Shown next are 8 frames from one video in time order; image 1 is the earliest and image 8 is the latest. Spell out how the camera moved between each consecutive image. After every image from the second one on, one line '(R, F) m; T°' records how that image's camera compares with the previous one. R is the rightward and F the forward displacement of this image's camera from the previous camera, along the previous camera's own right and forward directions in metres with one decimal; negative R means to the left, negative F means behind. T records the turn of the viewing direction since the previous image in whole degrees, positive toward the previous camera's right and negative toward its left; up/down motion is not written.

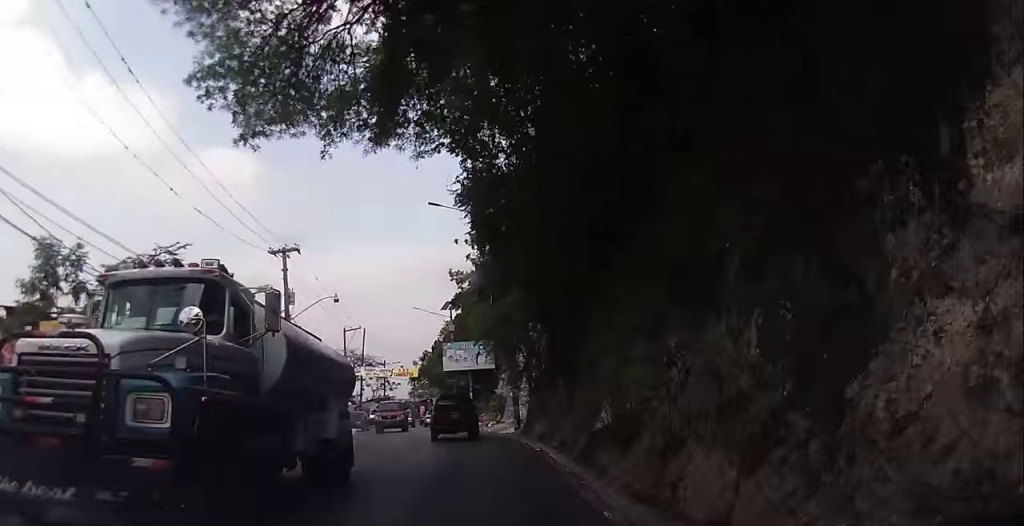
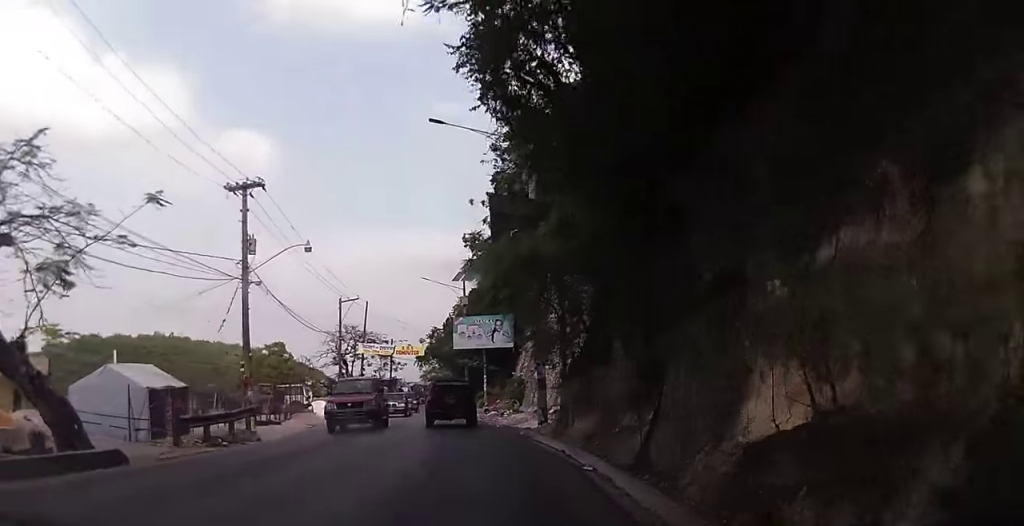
(-0.1, +9.3) m; -1°
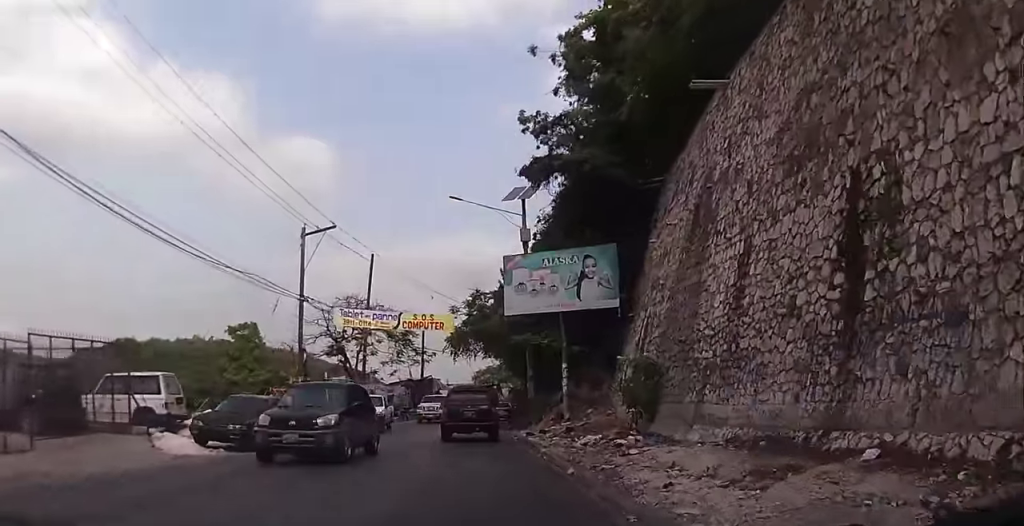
(-0.5, +25.4) m; -2°
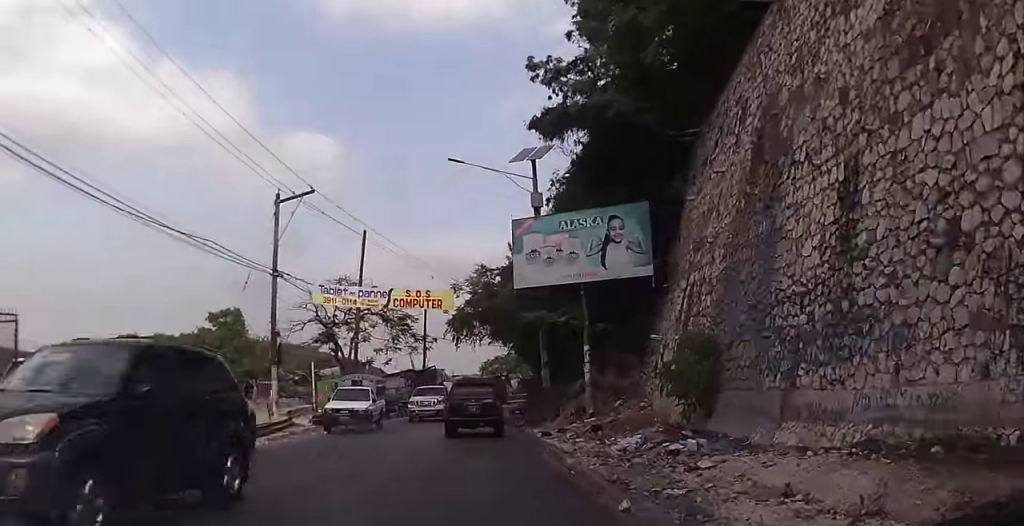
(0.0, +4.6) m; 0°
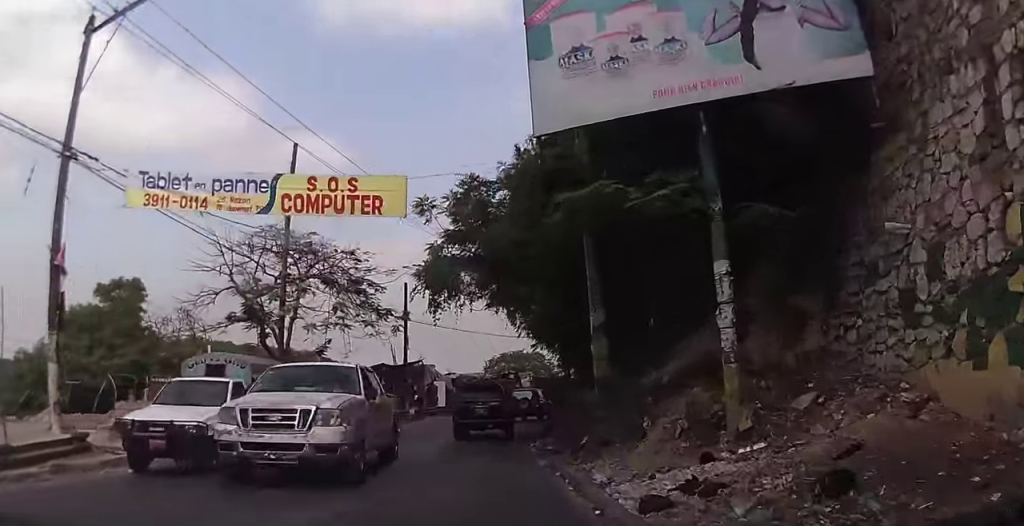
(-0.3, +14.4) m; -4°
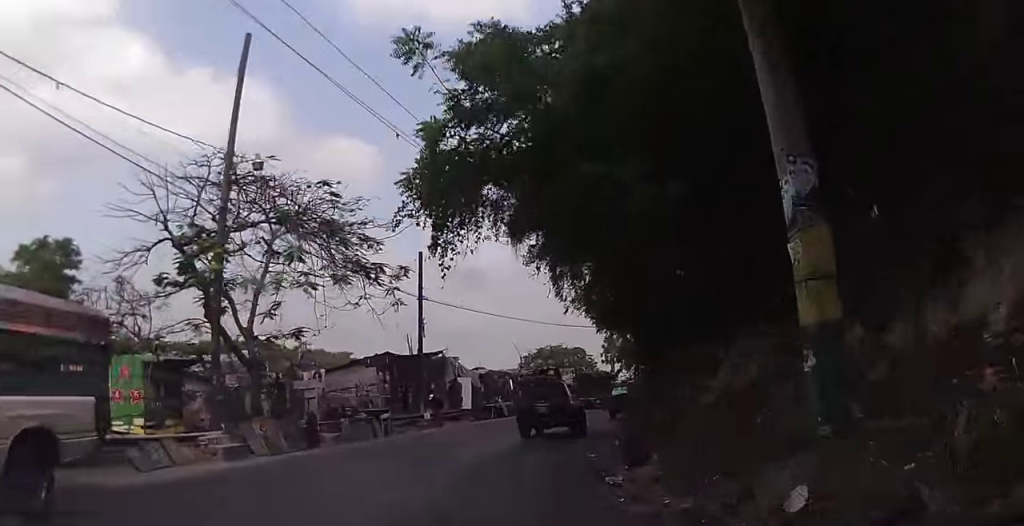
(-0.4, +8.3) m; -1°
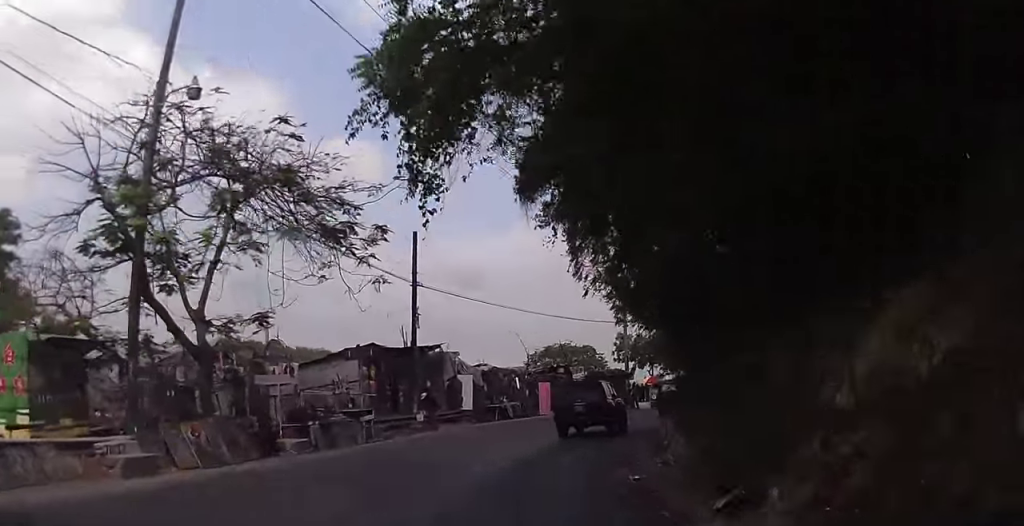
(+0.2, +4.0) m; 0°
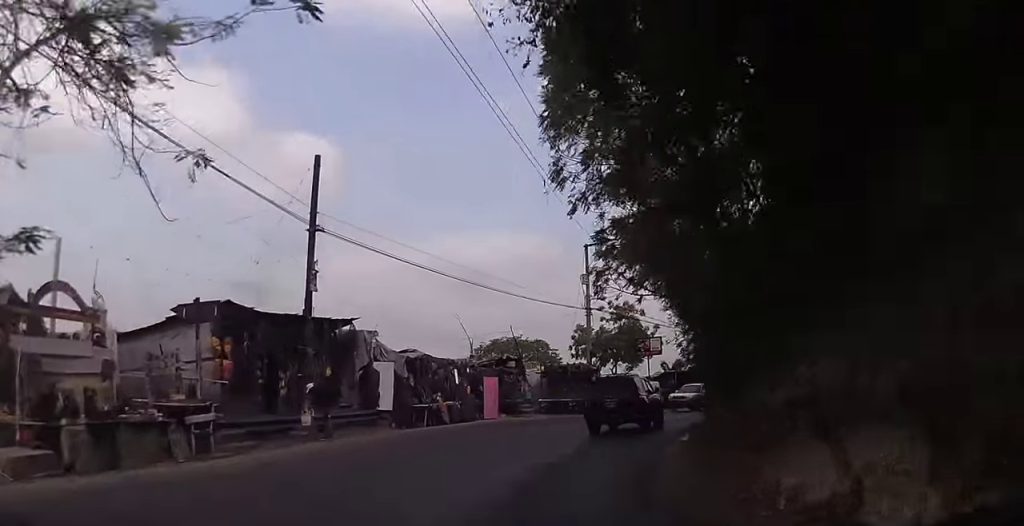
(0.0, +8.2) m; +2°
